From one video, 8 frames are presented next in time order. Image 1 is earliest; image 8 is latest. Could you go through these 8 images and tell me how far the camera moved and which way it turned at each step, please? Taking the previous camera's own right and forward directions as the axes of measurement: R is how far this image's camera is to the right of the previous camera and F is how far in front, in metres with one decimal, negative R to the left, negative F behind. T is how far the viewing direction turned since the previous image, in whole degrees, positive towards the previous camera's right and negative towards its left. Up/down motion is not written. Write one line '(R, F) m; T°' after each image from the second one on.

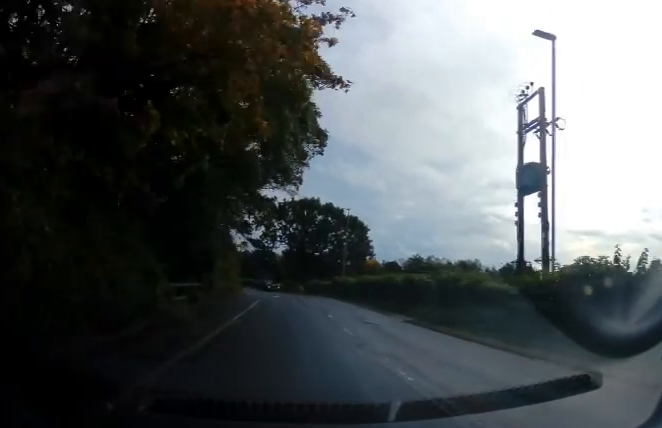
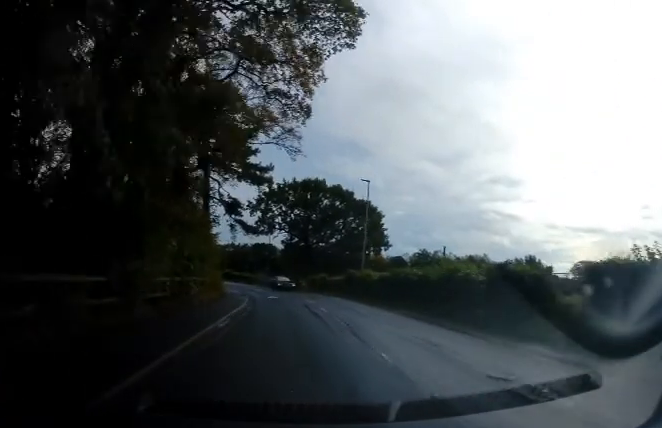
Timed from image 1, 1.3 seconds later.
(-0.3, +10.5) m; 0°
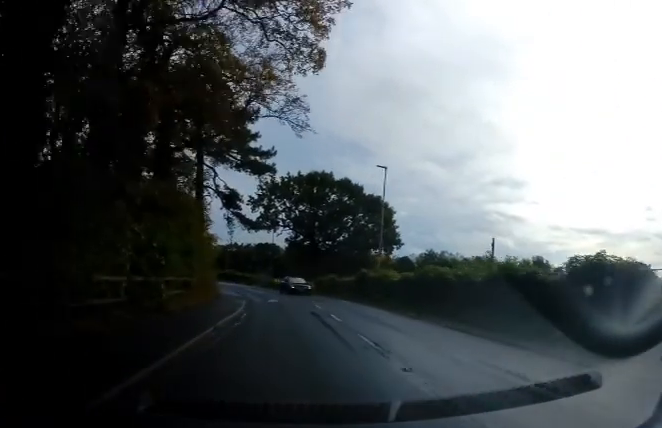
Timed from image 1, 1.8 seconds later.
(+0.1, +4.4) m; +1°
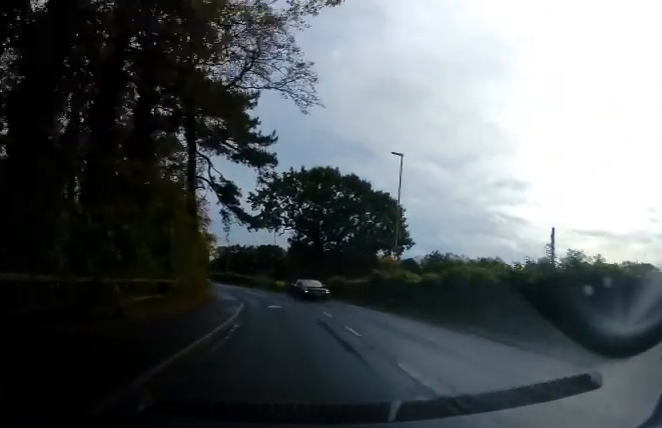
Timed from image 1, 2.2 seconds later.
(0.0, +3.4) m; 0°
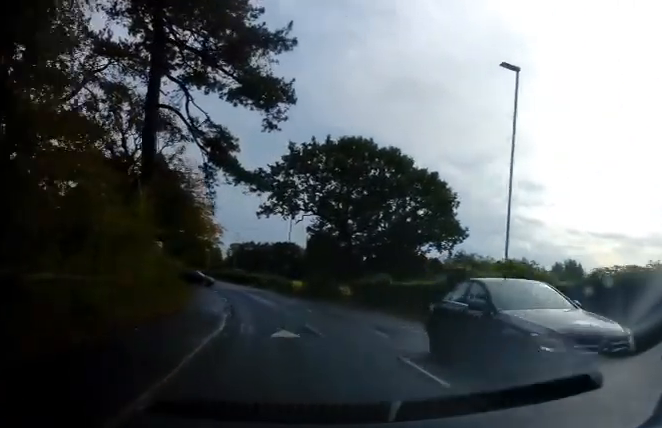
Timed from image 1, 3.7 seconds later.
(-0.3, +12.0) m; -3°
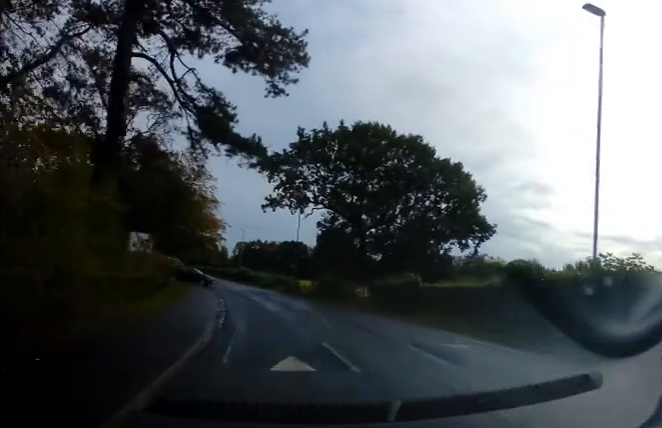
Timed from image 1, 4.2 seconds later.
(-0.1, +4.2) m; -1°
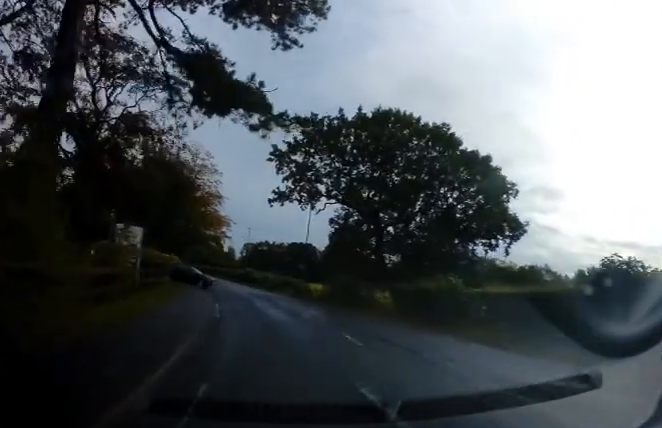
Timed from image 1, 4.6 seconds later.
(0.0, +3.8) m; 0°
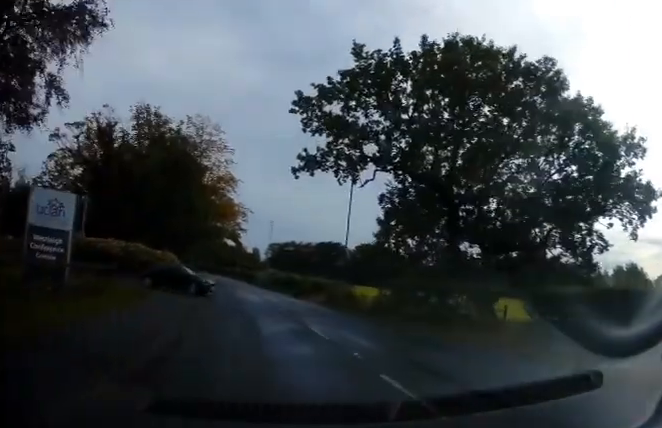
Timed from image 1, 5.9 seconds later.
(0.0, +11.0) m; -4°
